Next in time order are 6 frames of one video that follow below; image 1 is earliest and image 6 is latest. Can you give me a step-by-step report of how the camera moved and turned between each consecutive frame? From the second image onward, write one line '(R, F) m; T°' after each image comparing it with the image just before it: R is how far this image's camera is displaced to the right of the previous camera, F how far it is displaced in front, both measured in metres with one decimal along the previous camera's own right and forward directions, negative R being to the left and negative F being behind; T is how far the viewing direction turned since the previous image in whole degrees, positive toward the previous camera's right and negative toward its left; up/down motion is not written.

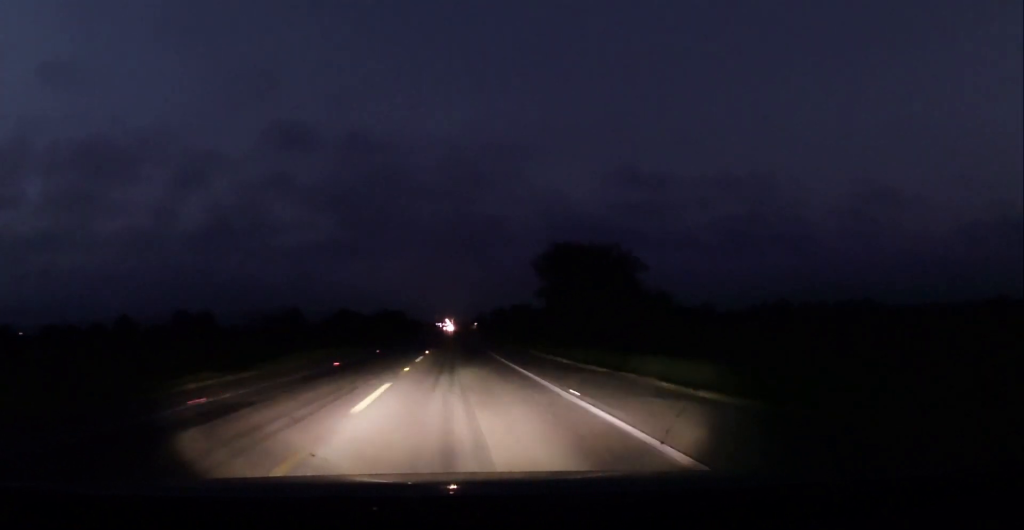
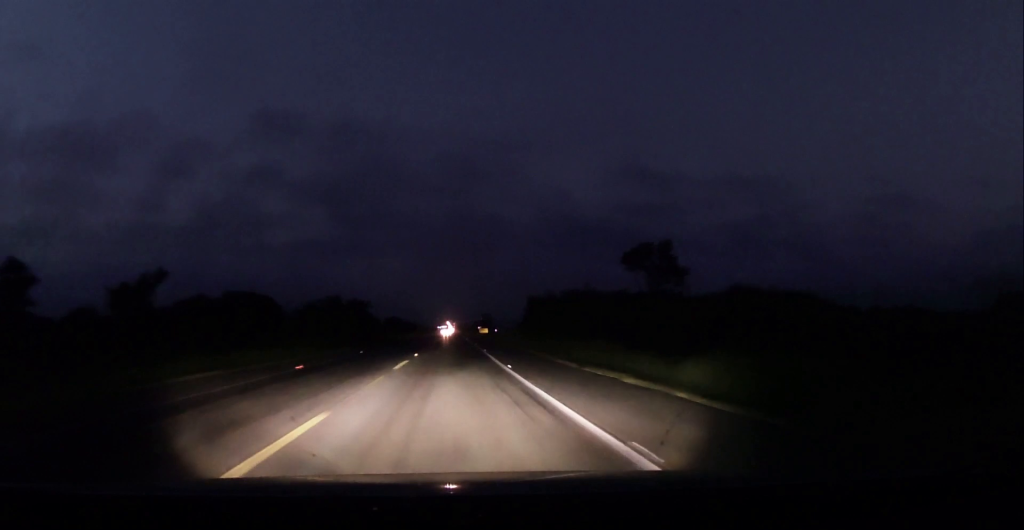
(+0.1, +69.5) m; 0°
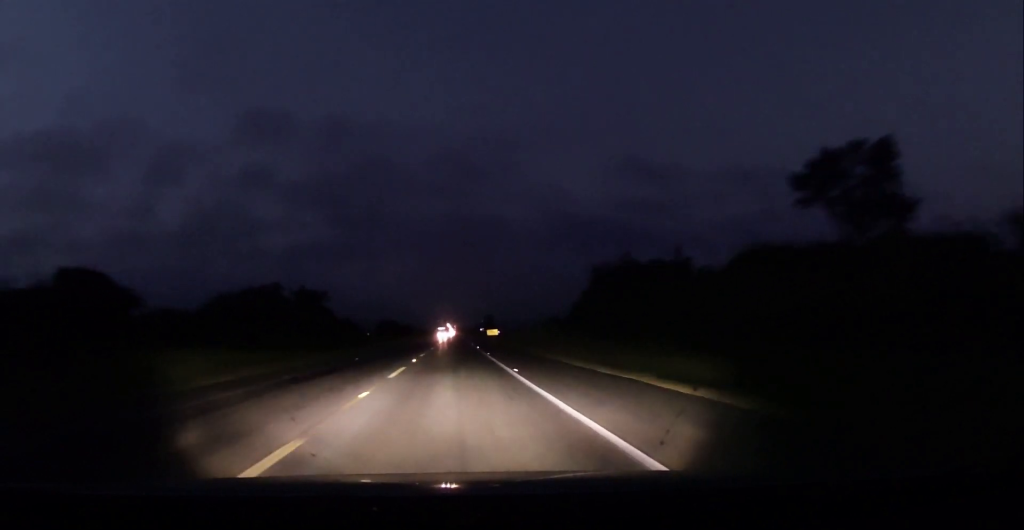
(+0.1, +33.7) m; 0°
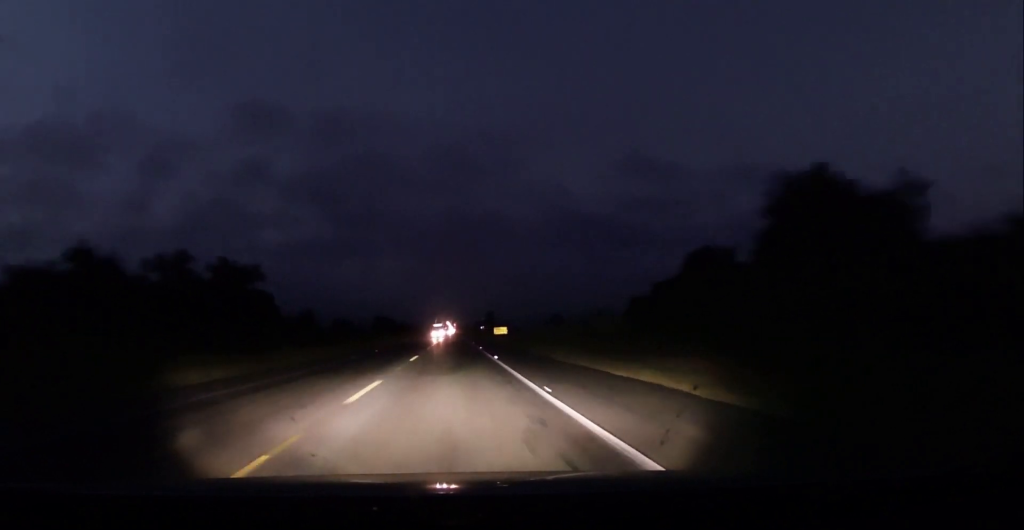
(-0.1, +22.9) m; -1°
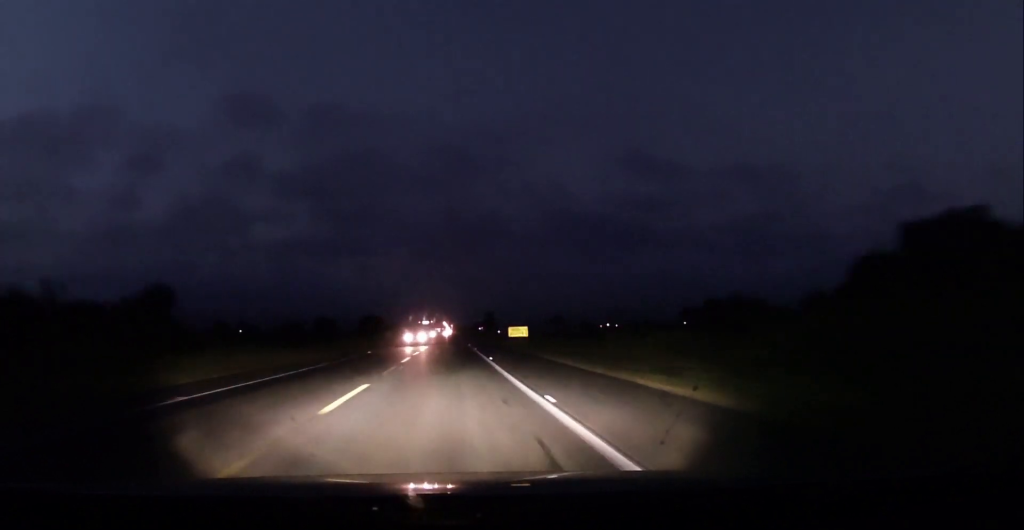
(-0.1, +32.9) m; 0°
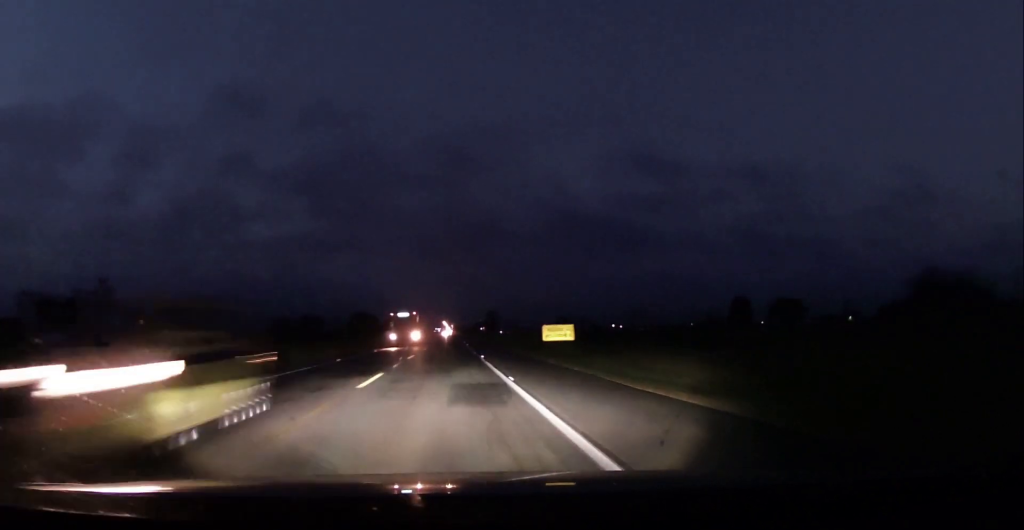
(+0.2, +27.0) m; +1°
